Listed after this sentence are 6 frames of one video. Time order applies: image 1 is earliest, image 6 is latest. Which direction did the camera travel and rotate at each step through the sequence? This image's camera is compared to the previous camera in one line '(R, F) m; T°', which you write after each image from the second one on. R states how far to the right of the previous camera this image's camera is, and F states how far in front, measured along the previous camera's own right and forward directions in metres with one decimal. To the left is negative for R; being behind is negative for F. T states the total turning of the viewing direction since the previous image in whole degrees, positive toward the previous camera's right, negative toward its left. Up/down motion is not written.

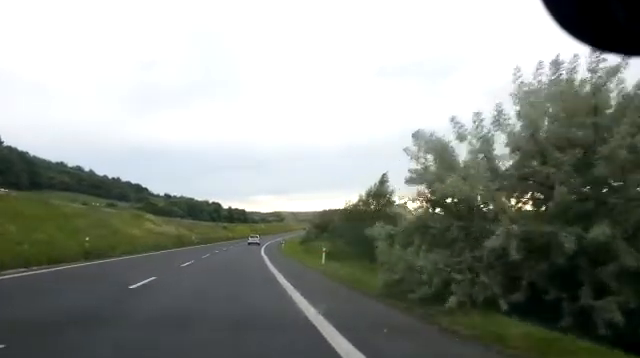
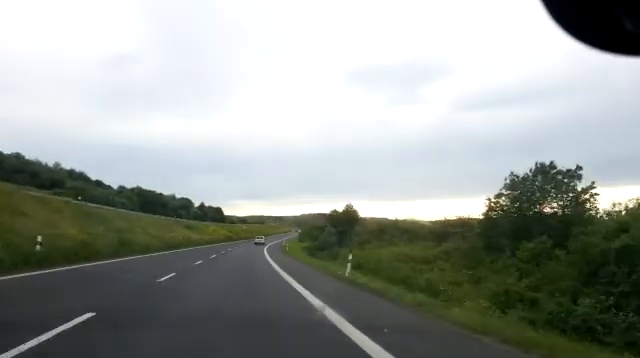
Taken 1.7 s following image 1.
(+0.8, +42.7) m; +2°
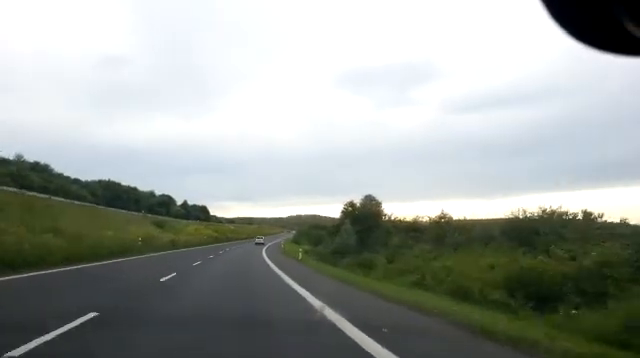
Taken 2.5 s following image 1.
(+0.1, +18.0) m; 0°
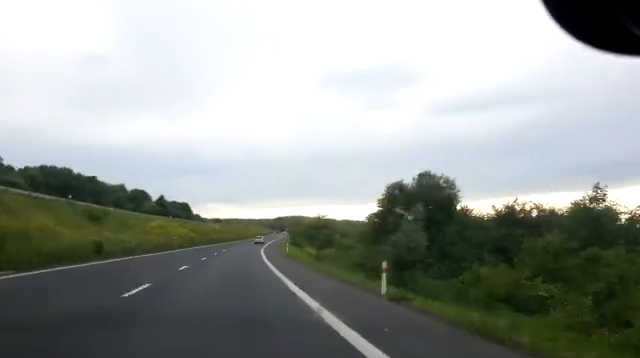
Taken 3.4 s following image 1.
(0.0, +22.0) m; 0°
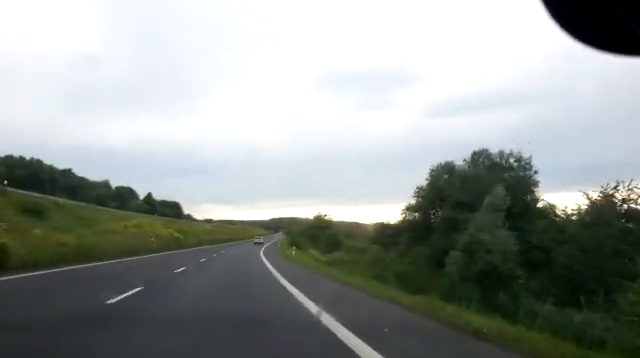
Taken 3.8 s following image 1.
(-0.1, +9.8) m; 0°
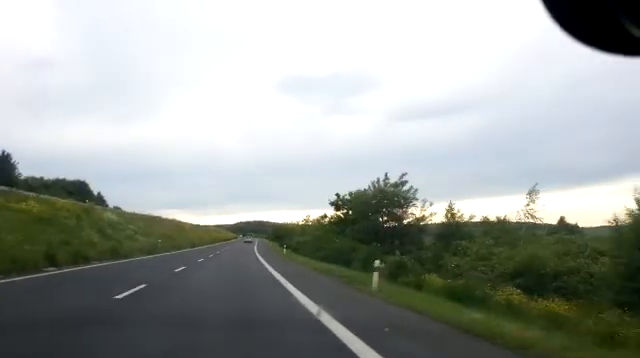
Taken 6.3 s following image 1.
(+4.4, +61.6) m; +7°
